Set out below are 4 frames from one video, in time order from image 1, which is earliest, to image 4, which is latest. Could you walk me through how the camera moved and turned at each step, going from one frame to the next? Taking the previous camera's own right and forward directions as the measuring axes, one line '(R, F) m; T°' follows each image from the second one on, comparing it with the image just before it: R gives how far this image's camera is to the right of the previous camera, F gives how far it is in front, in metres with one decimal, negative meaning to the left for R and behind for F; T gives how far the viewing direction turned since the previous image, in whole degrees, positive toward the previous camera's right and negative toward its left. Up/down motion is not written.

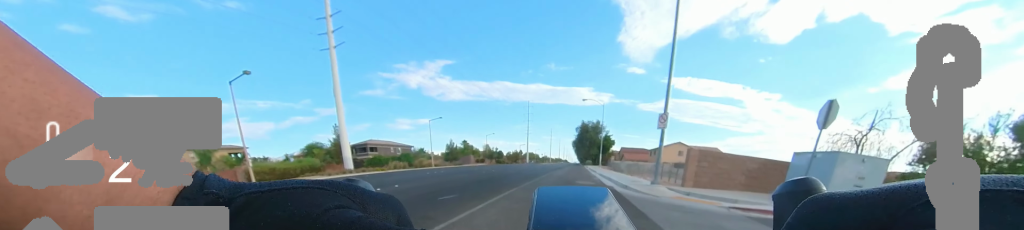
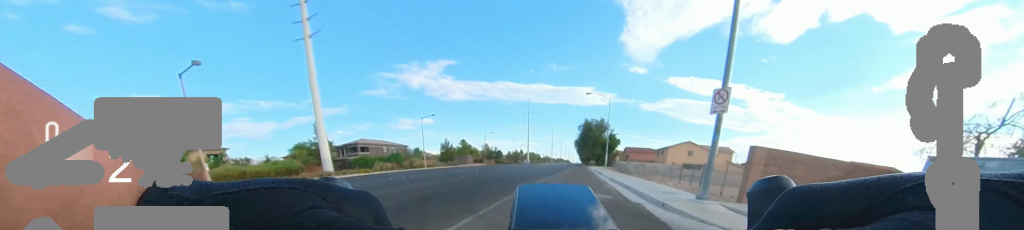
(0.0, +4.1) m; 0°
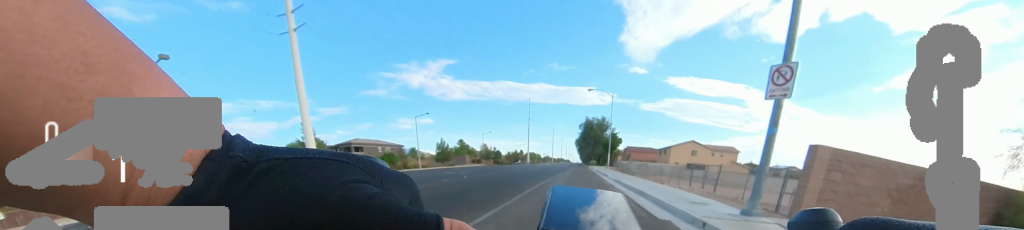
(0.0, +2.1) m; 0°
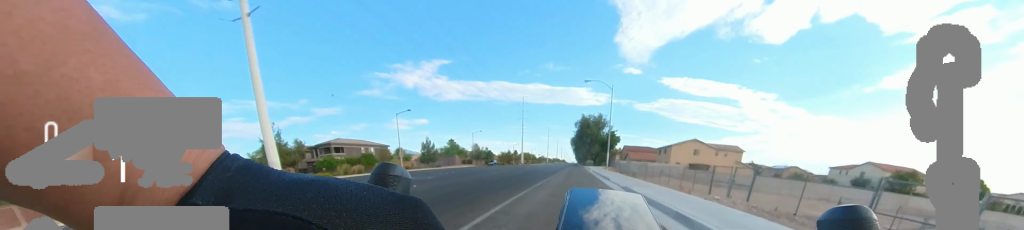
(0.0, +4.3) m; 0°
